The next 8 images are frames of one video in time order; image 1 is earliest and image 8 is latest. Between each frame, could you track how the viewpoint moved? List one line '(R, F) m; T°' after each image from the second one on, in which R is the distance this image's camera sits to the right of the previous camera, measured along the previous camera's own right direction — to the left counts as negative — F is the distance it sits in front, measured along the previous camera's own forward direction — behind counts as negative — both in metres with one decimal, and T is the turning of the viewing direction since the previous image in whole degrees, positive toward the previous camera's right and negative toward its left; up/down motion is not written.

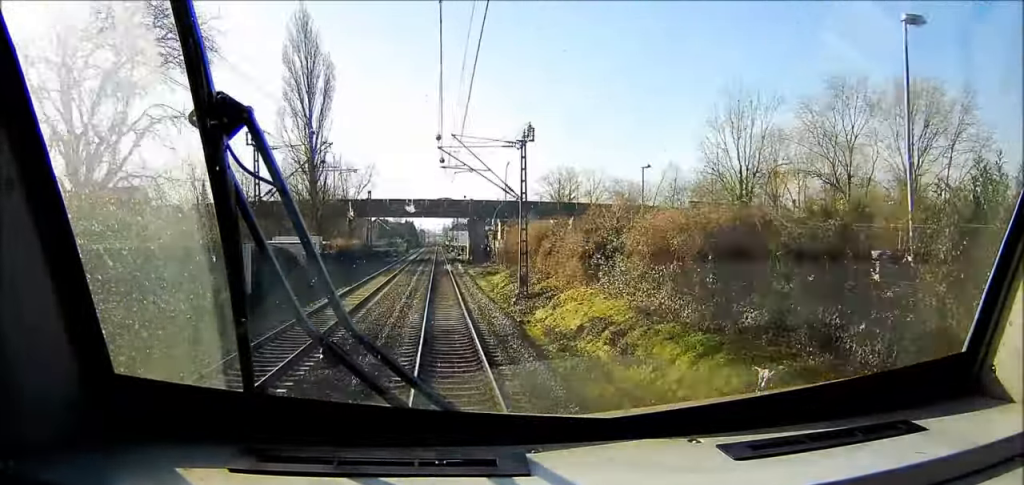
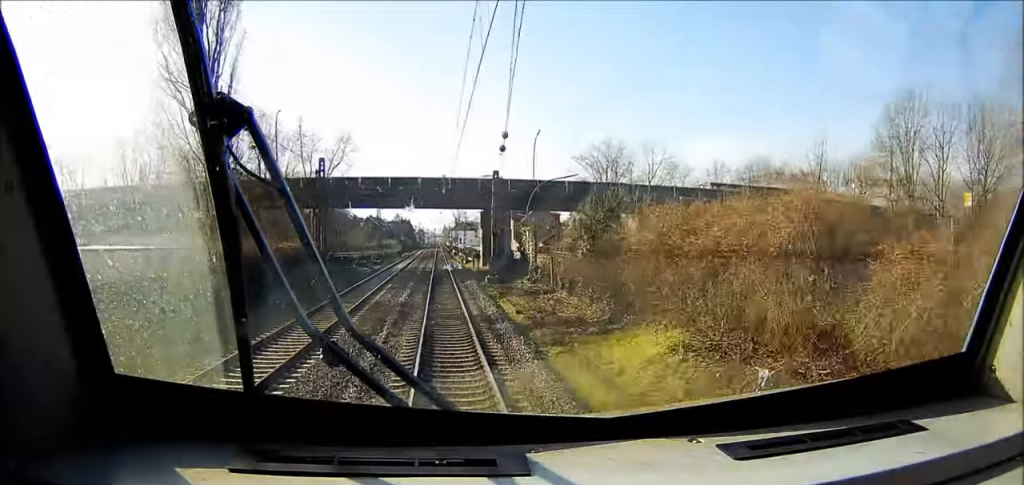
(0.0, +34.0) m; 0°
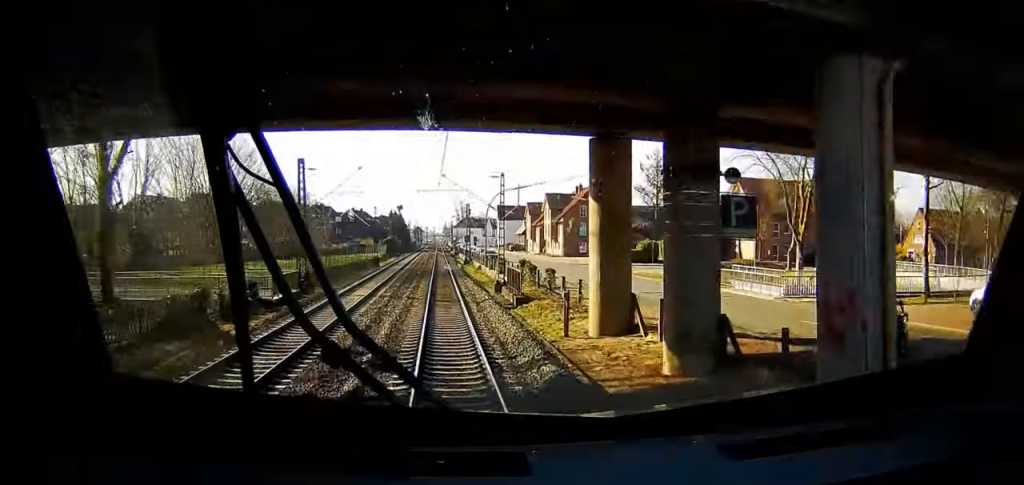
(-0.9, +56.9) m; -1°
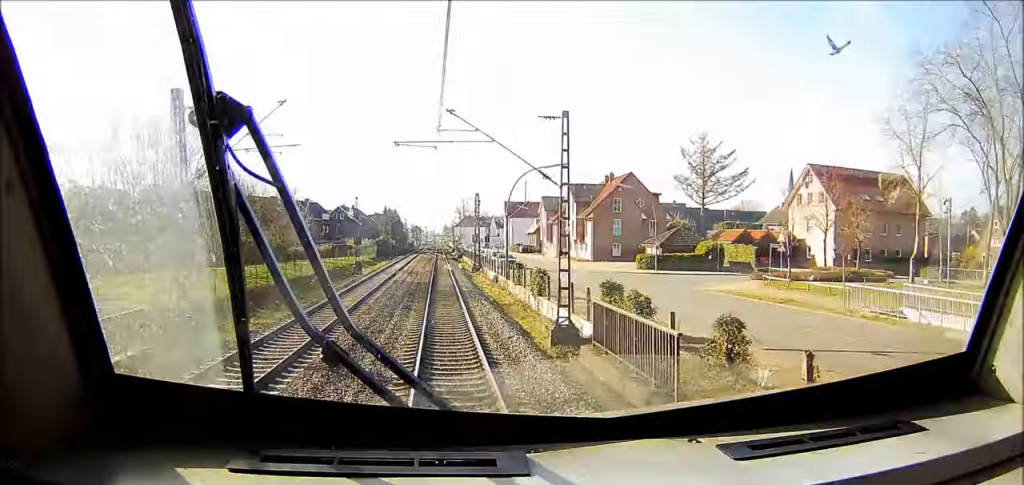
(0.0, +21.8) m; 0°
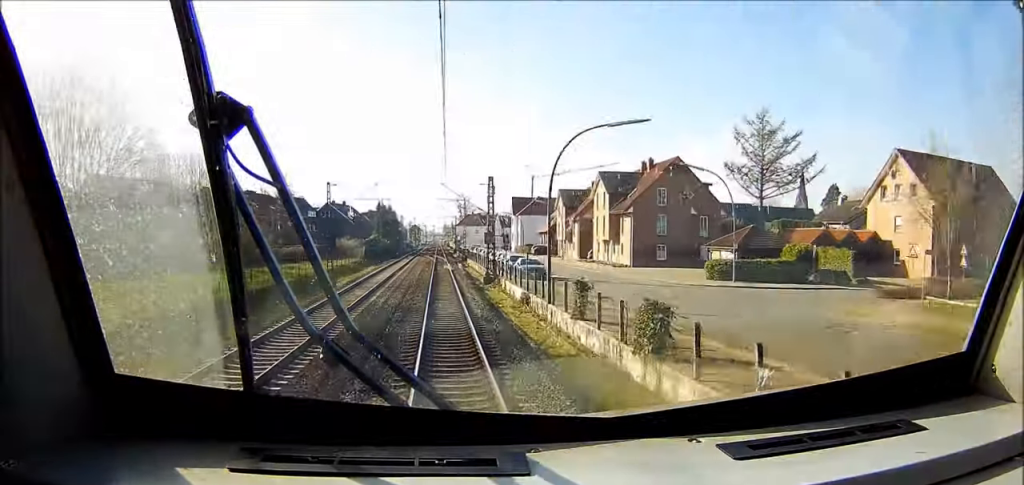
(0.0, +18.3) m; 0°
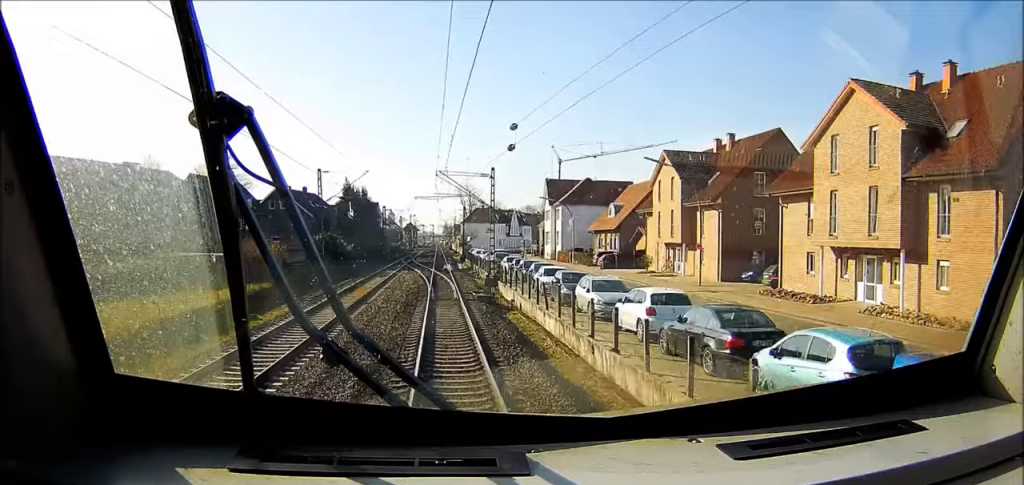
(+0.3, +50.7) m; +1°
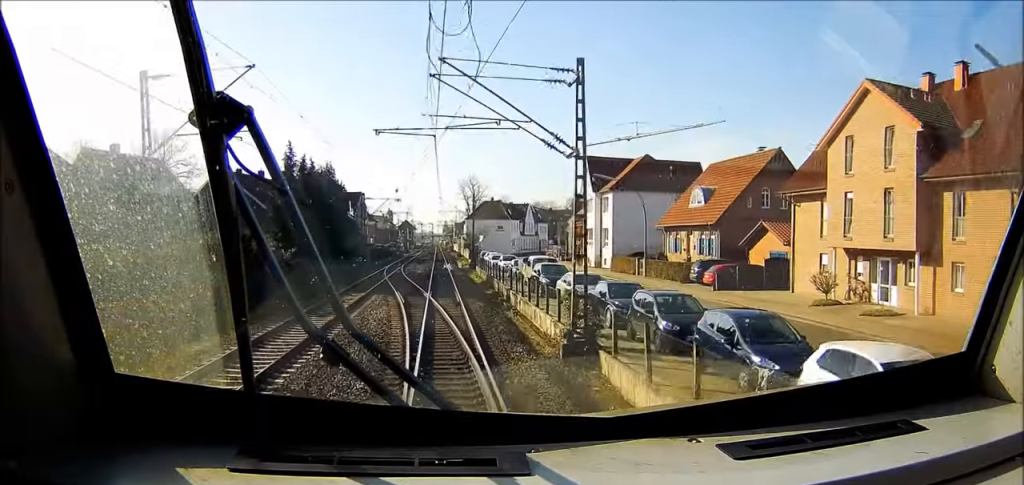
(0.0, +30.0) m; 0°
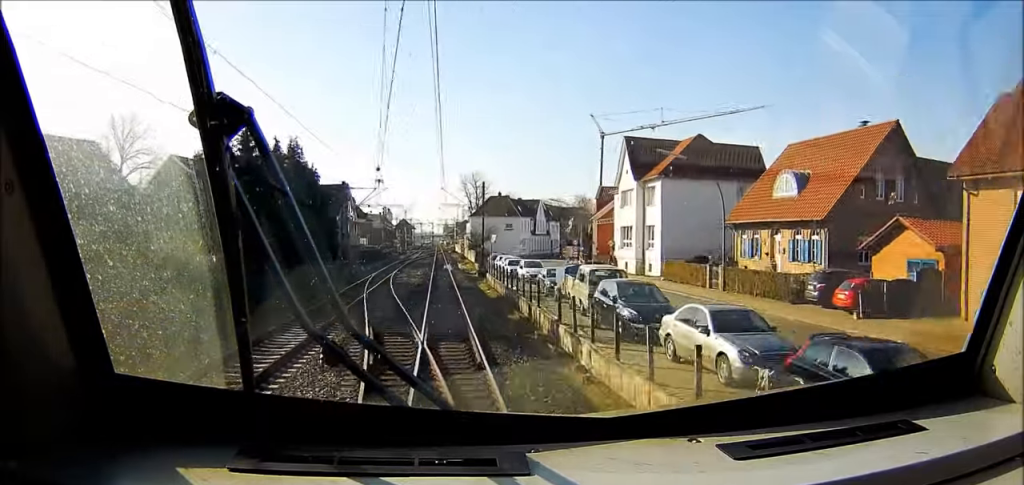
(0.0, +16.3) m; 0°
